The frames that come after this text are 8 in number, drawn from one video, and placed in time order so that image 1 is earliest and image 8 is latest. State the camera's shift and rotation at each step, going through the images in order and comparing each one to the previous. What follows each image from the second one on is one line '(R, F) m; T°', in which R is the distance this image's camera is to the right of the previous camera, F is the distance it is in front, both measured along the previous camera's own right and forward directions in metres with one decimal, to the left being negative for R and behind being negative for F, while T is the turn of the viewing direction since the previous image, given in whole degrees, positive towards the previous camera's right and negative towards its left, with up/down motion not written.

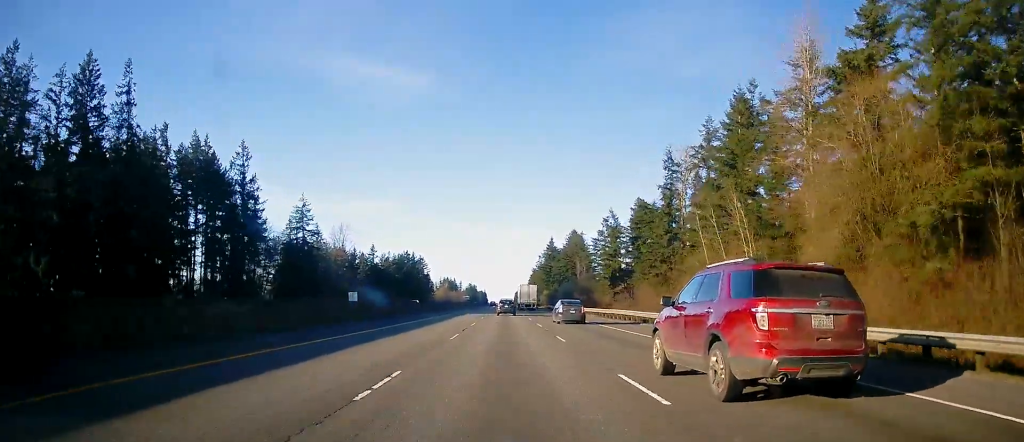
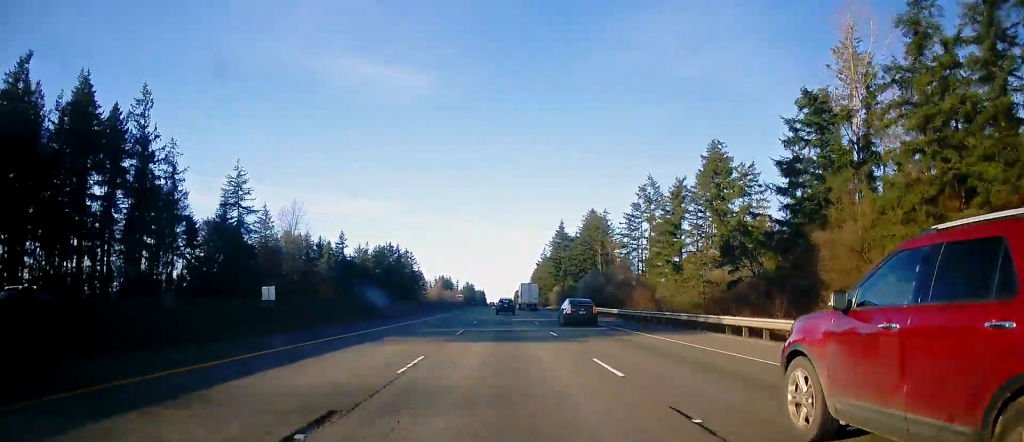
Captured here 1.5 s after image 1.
(-0.1, +46.0) m; 0°
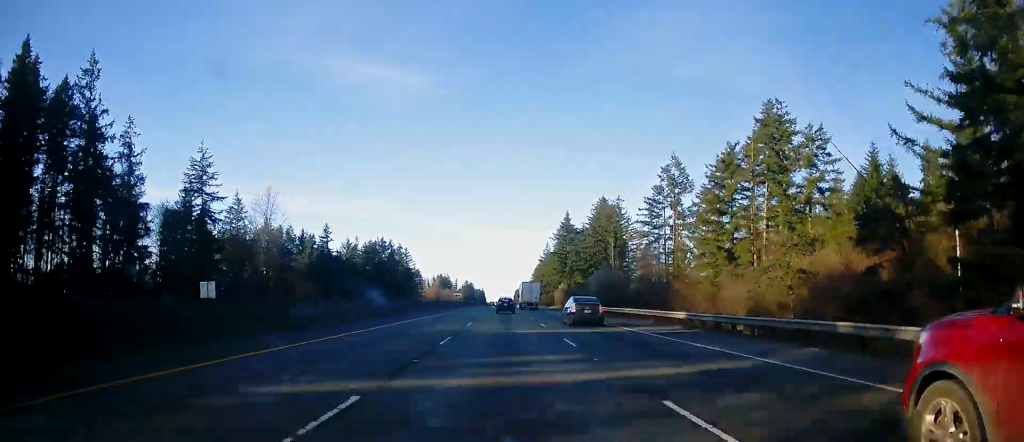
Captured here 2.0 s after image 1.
(0.0, +17.8) m; 0°
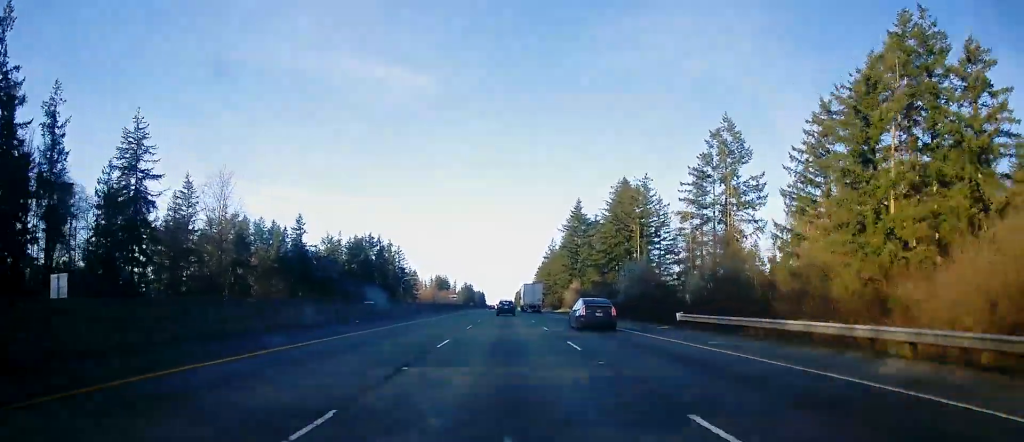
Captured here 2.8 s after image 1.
(+0.1, +25.2) m; 0°
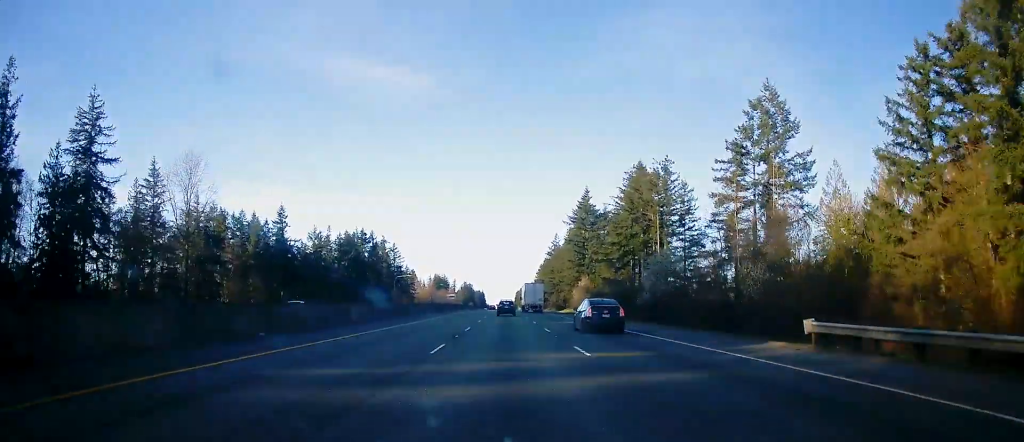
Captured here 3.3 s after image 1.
(0.0, +13.7) m; 0°
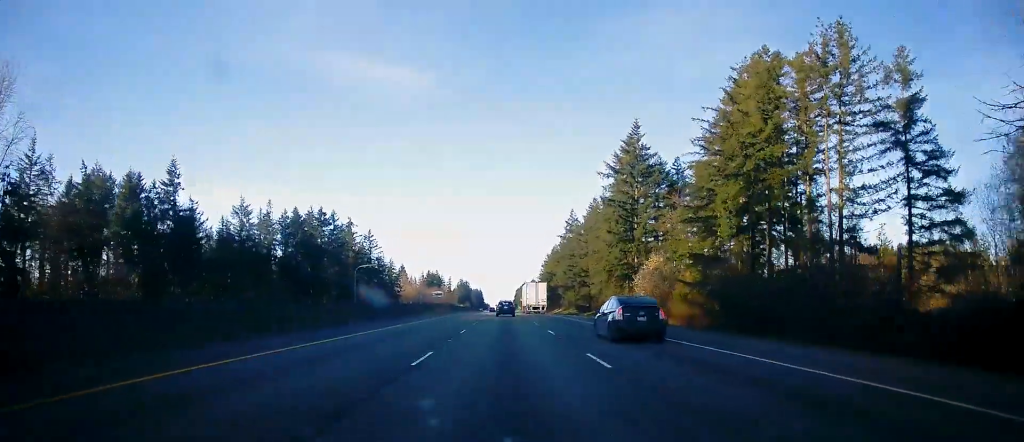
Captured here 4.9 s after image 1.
(-0.5, +51.5) m; 0°
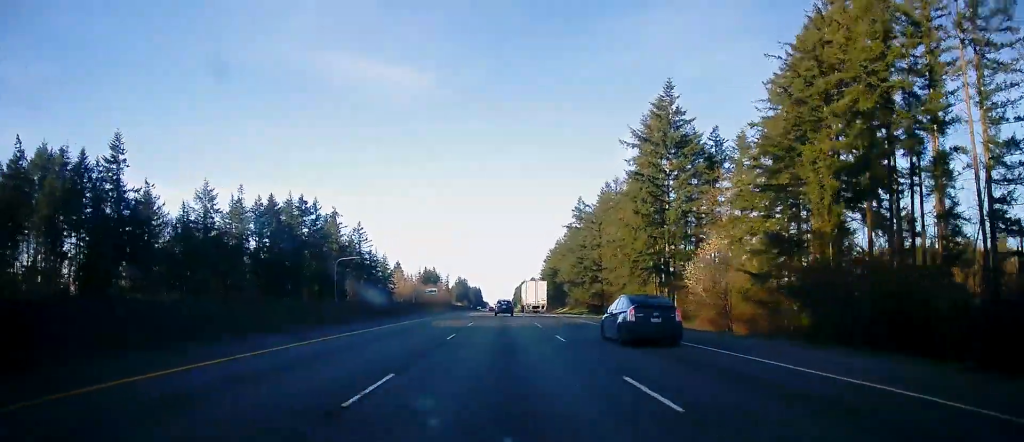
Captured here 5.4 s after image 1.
(+0.2, +16.8) m; +1°
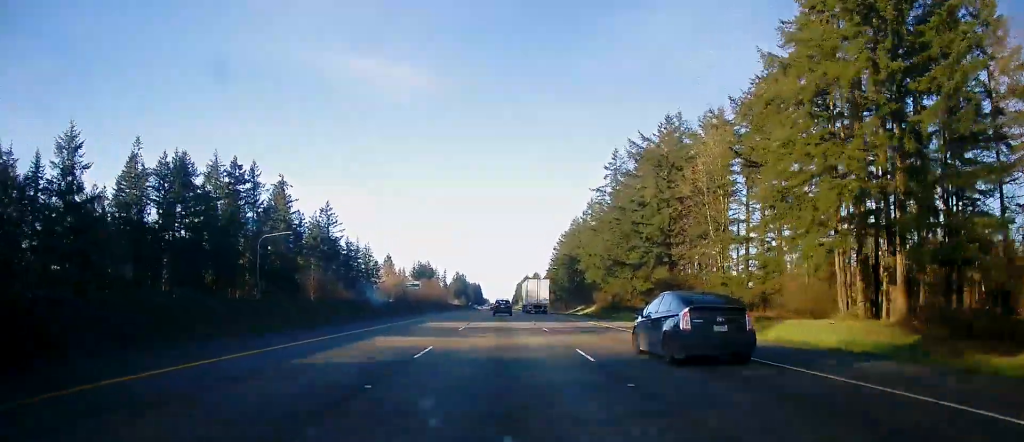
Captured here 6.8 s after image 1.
(+0.8, +43.0) m; 0°
